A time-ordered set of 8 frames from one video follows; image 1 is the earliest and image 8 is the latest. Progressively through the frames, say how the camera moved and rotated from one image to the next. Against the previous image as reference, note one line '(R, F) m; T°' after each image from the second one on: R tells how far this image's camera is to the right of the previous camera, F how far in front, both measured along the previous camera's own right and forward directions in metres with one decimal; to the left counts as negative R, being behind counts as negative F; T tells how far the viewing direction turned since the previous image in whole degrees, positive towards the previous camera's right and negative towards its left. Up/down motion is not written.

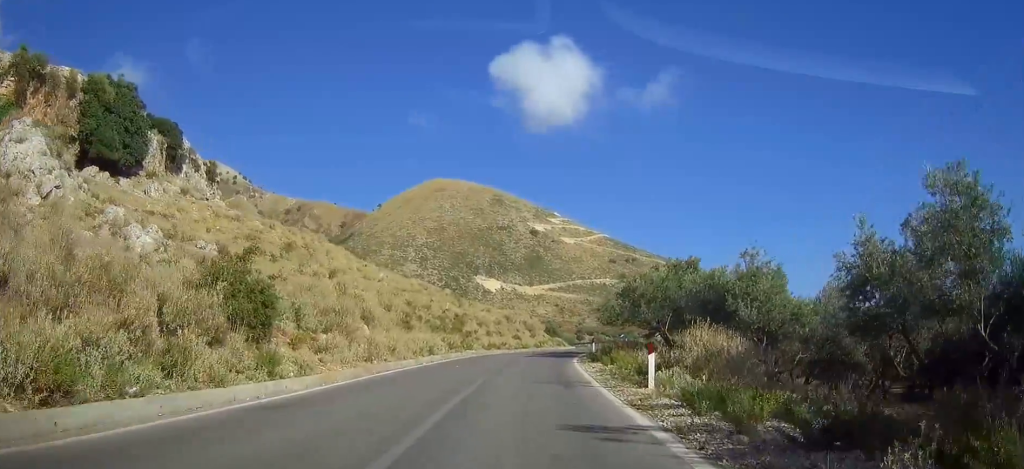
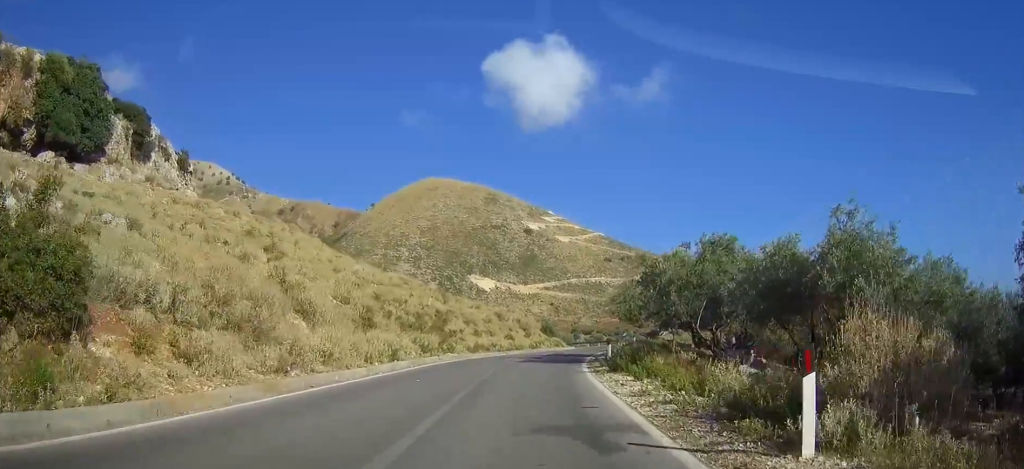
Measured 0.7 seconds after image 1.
(+0.1, +9.0) m; +1°
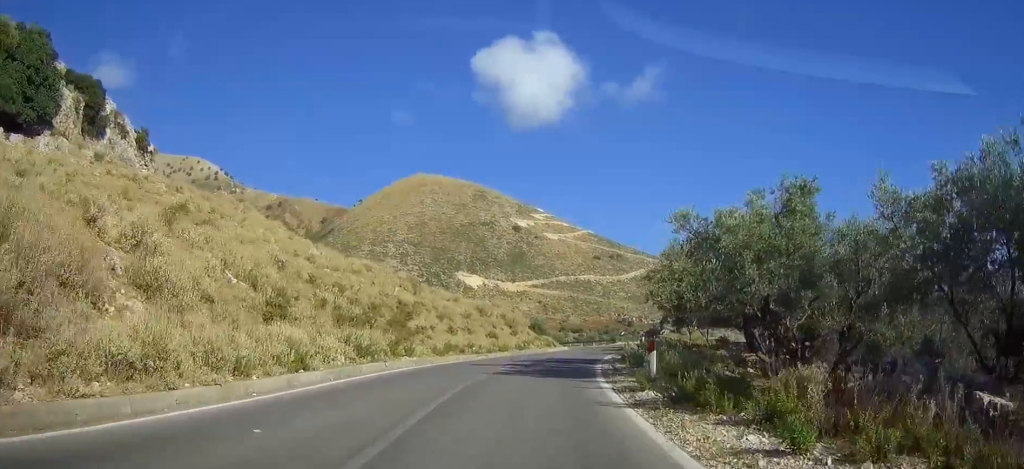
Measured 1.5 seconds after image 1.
(0.0, +10.9) m; +1°
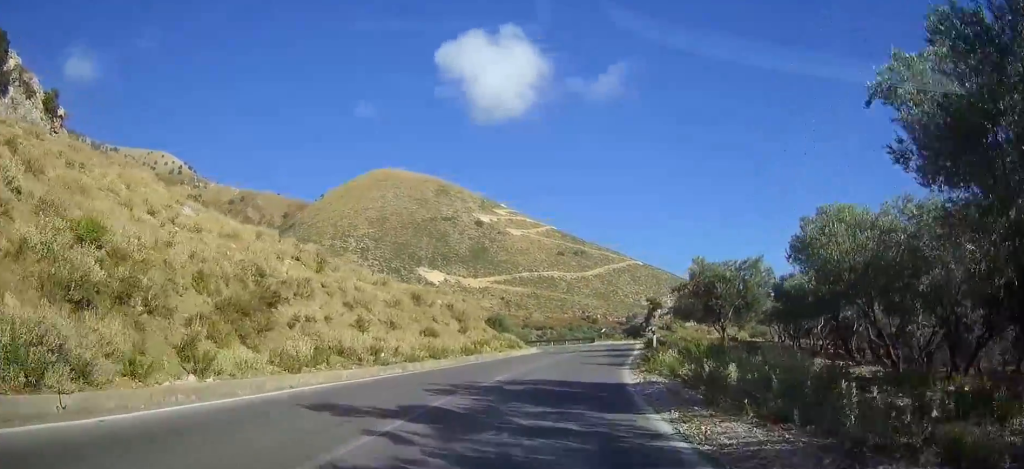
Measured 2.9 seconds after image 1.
(+0.5, +18.0) m; +4°
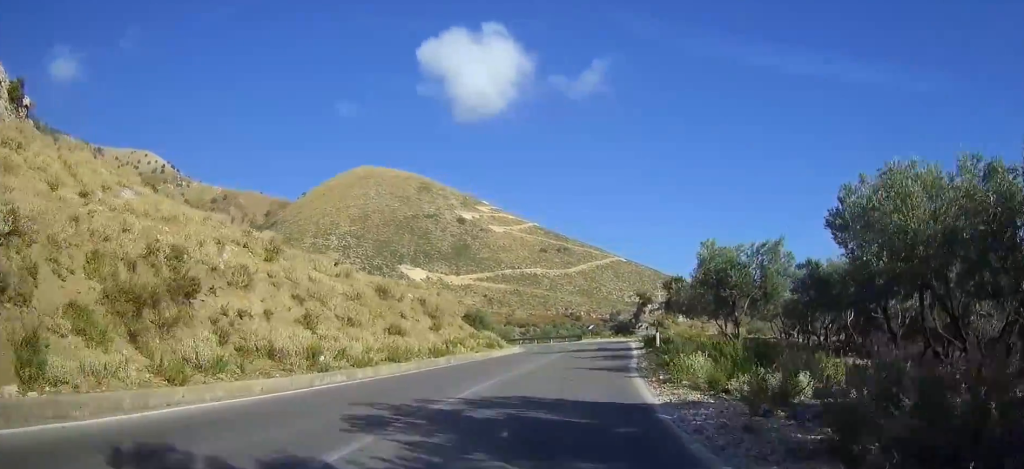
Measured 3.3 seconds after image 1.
(-0.1, +5.5) m; +1°
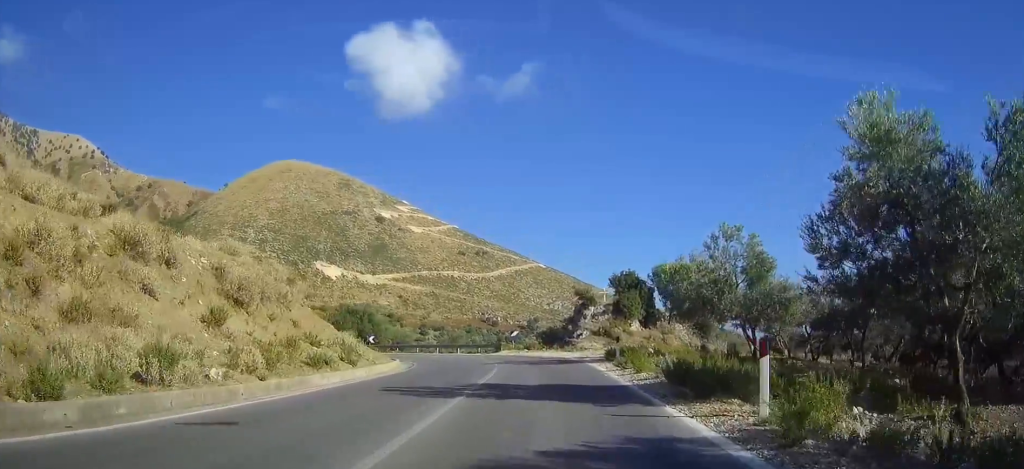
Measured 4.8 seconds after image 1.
(+1.4, +21.1) m; +6°
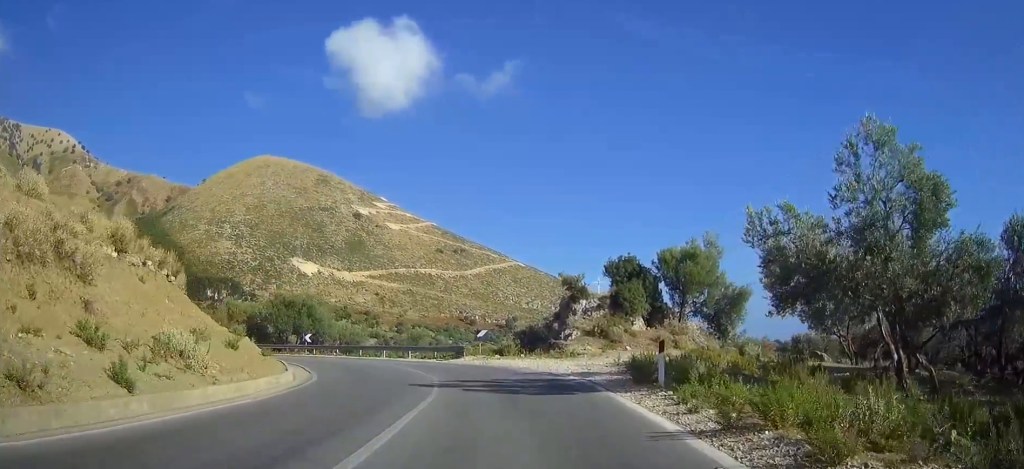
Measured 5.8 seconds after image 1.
(+0.2, +13.3) m; +2°
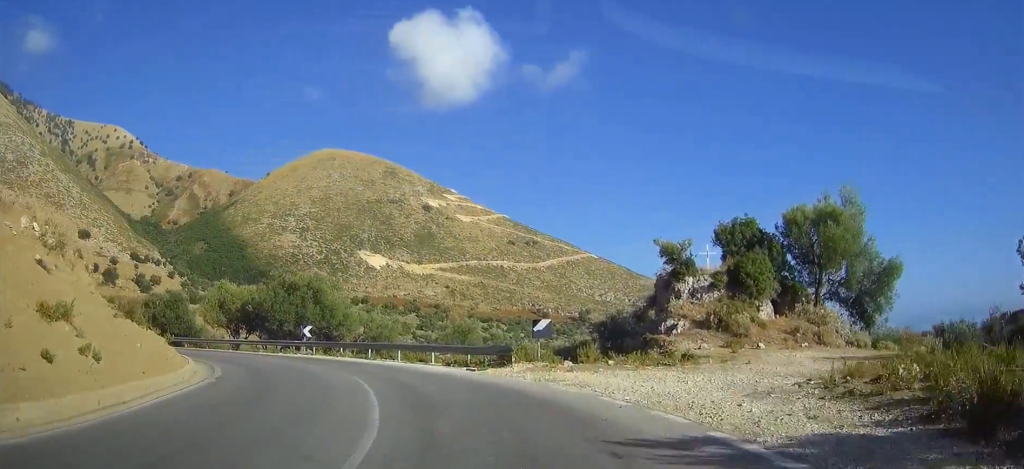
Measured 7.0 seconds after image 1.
(+0.3, +14.8) m; -7°
